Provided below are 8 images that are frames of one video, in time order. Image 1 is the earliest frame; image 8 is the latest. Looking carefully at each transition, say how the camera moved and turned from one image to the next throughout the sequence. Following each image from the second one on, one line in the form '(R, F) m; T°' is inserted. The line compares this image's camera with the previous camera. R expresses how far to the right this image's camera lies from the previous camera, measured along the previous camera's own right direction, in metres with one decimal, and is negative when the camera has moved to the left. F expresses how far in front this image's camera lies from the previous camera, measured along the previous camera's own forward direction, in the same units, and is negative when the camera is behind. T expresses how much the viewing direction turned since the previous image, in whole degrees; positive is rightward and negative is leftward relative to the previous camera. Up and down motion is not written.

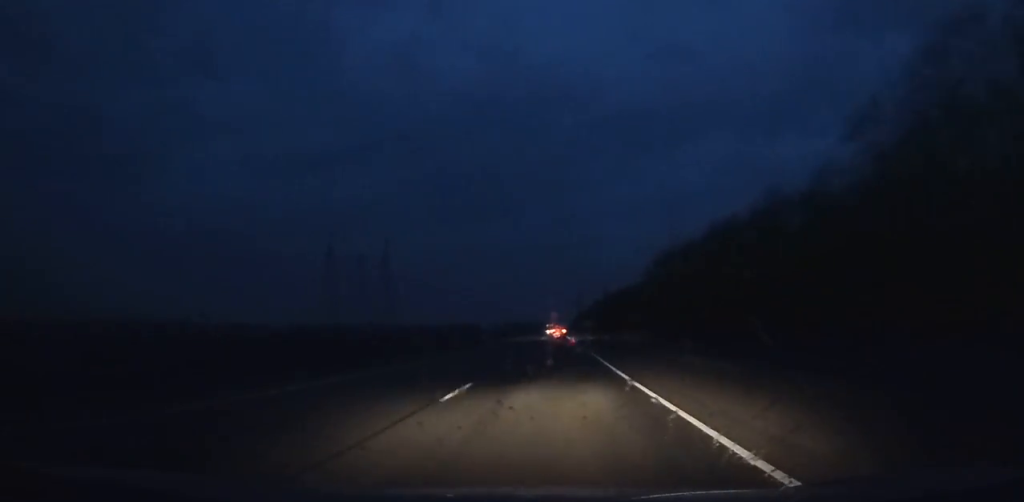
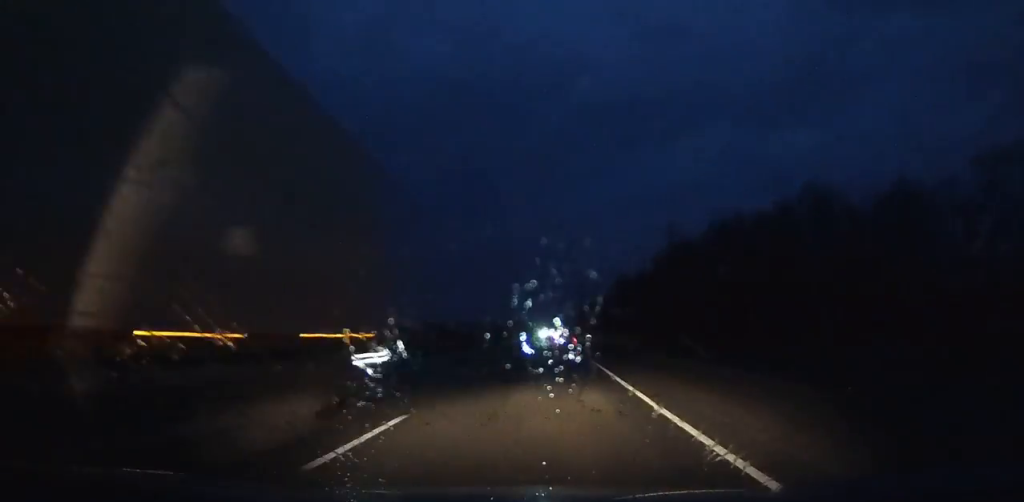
(0.0, +176.5) m; 0°
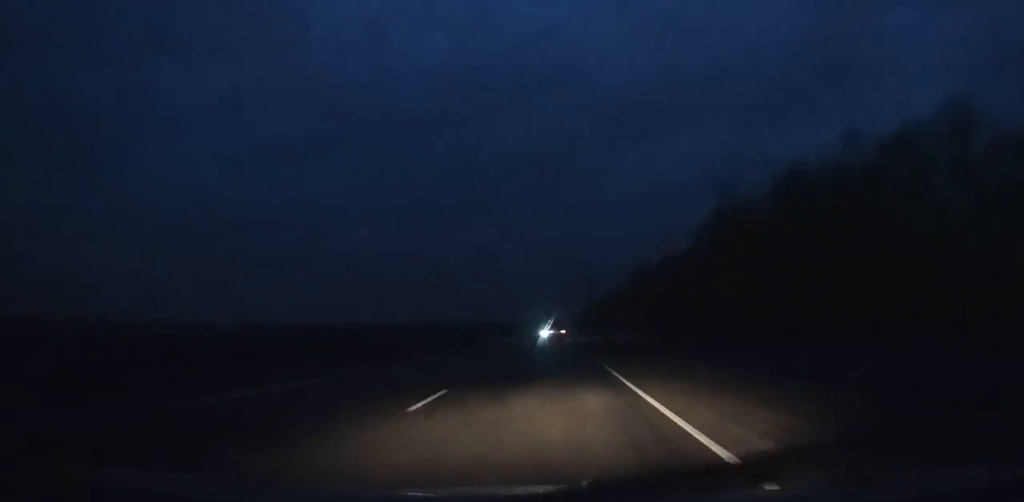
(0.0, +32.6) m; 0°
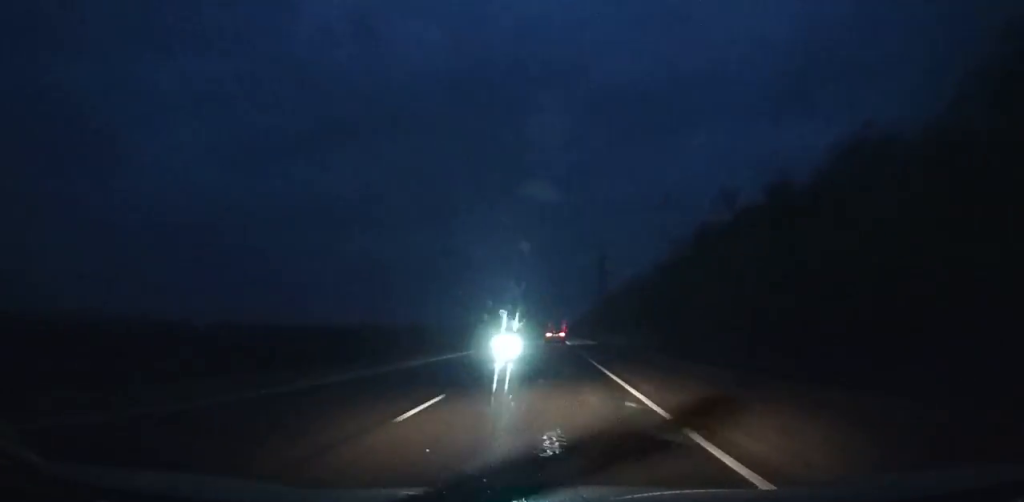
(0.0, +83.6) m; 0°
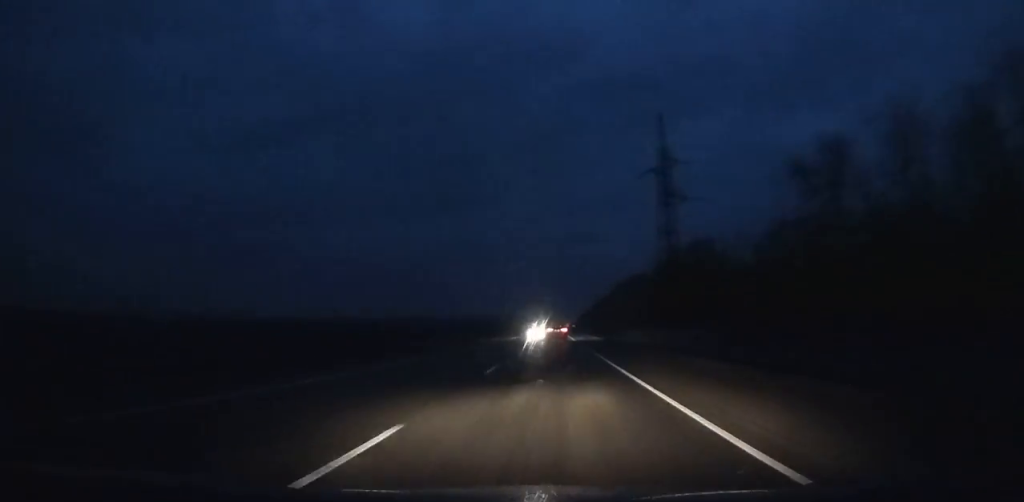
(-0.3, +121.2) m; 0°
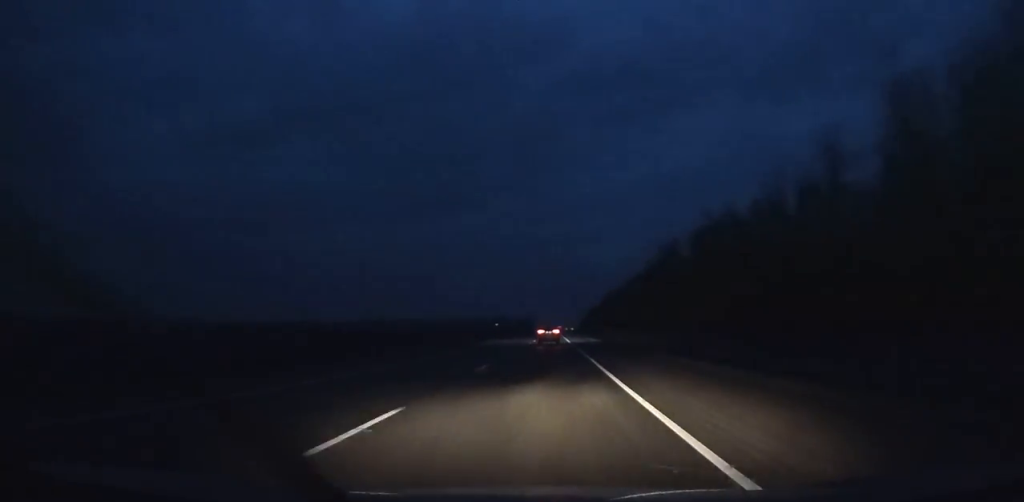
(+0.6, +115.9) m; 0°
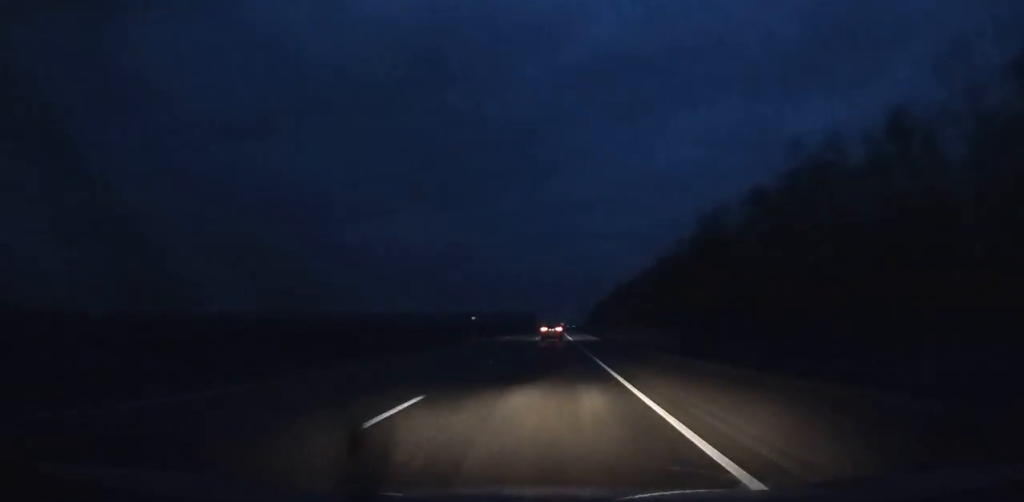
(-0.1, +35.6) m; 0°
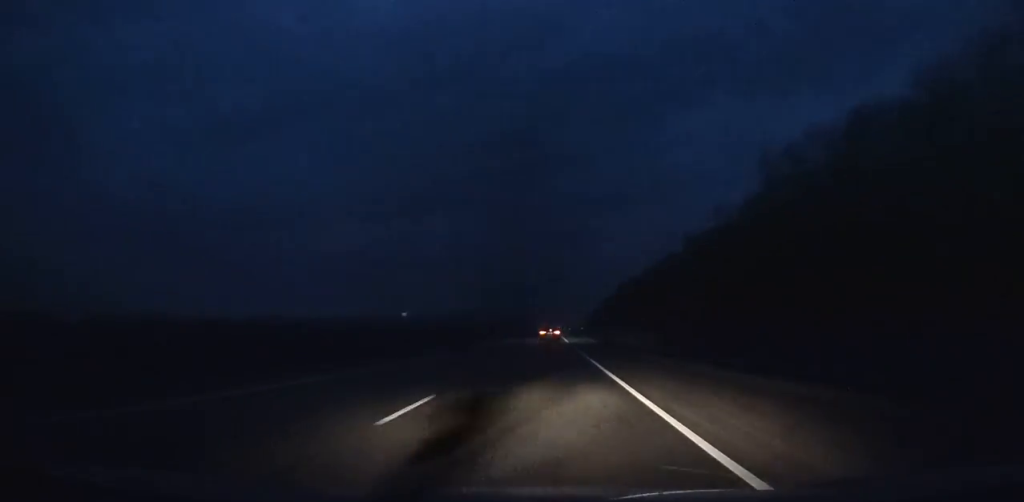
(0.0, +35.5) m; 0°
